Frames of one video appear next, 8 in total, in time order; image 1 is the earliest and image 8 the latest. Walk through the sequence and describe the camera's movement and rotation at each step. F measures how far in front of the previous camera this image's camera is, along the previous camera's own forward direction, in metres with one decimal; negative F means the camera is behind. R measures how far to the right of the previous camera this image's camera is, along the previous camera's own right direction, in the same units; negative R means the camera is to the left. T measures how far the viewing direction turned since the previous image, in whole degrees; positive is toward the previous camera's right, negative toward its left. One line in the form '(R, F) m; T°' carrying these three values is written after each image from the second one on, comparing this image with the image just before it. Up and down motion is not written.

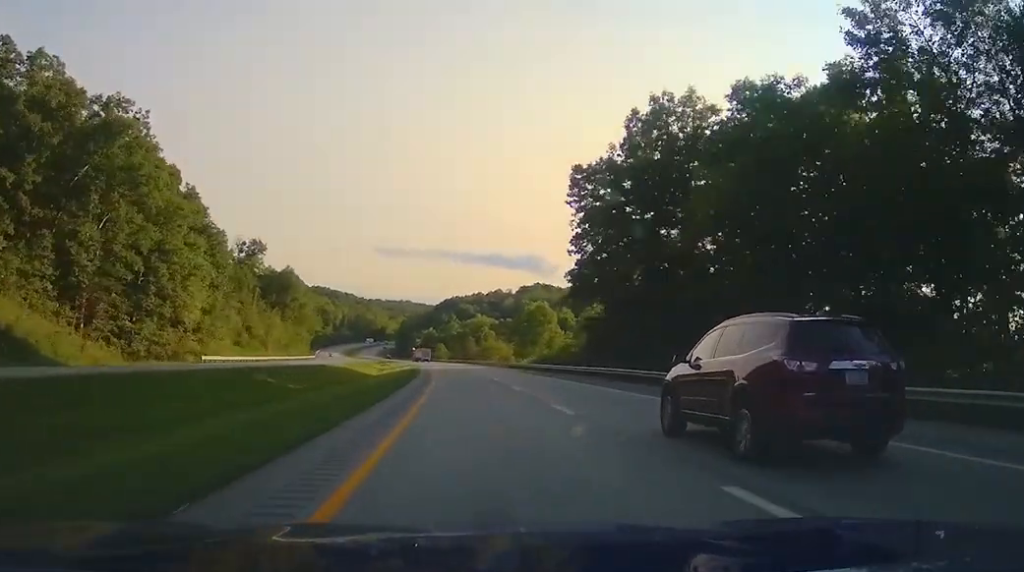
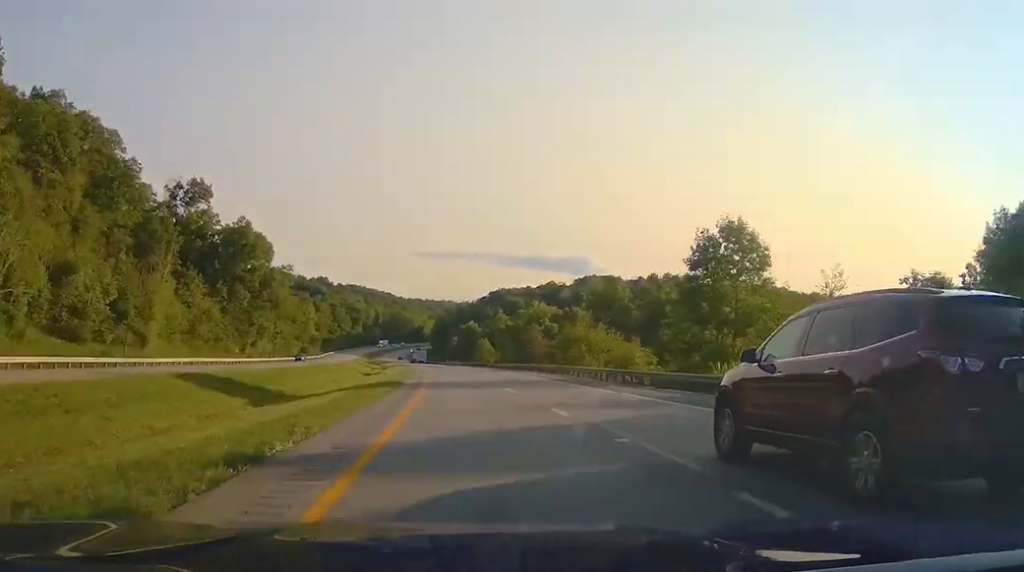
(-2.4, +73.9) m; -5°
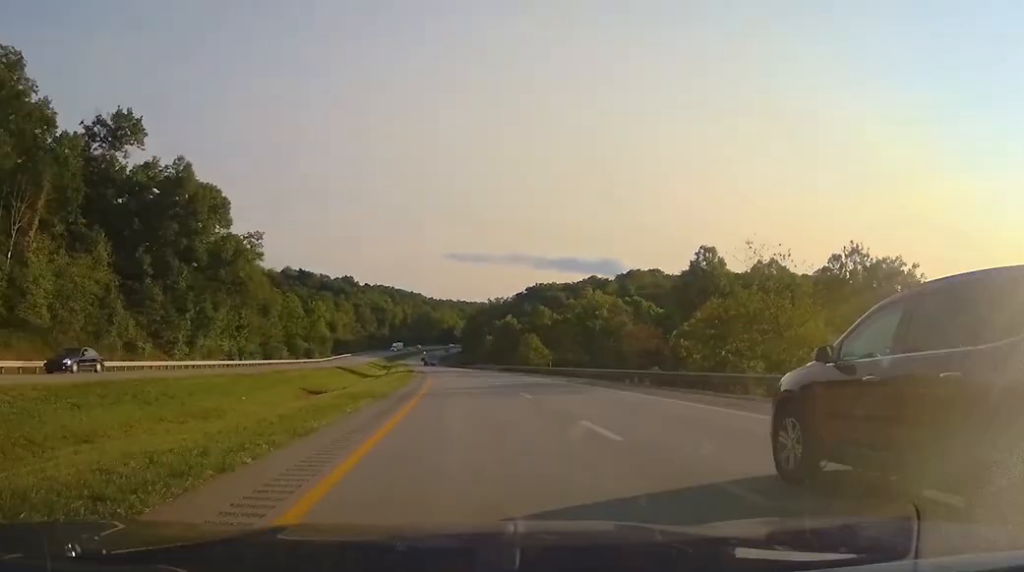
(-1.1, +41.8) m; -3°
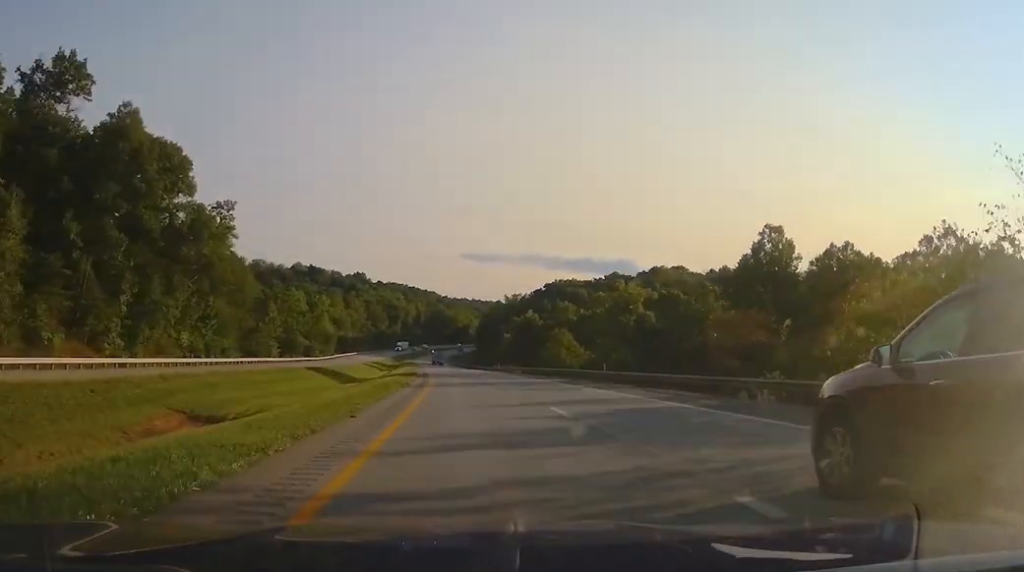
(-0.2, +19.8) m; -1°
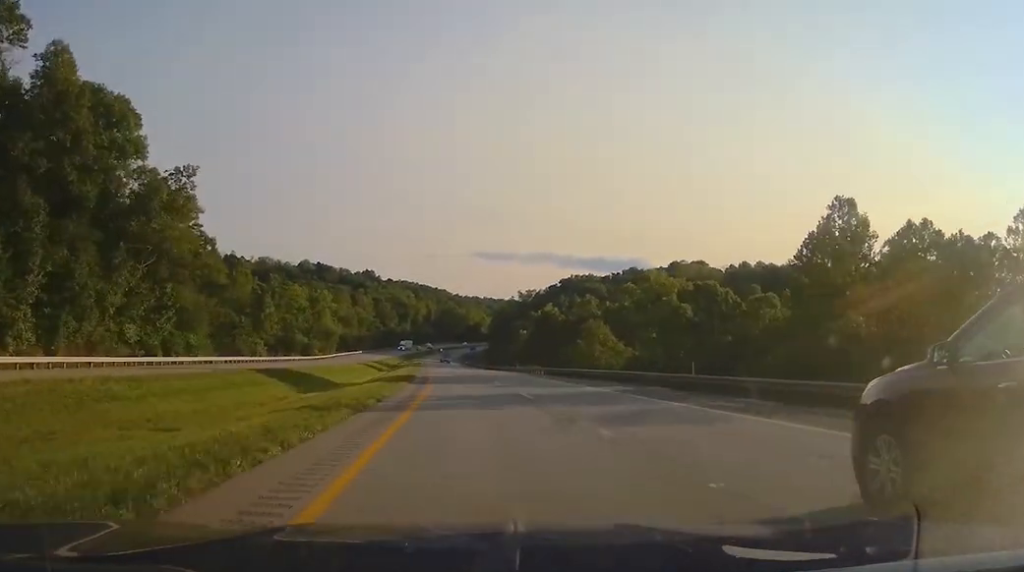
(+0.2, +16.3) m; -1°
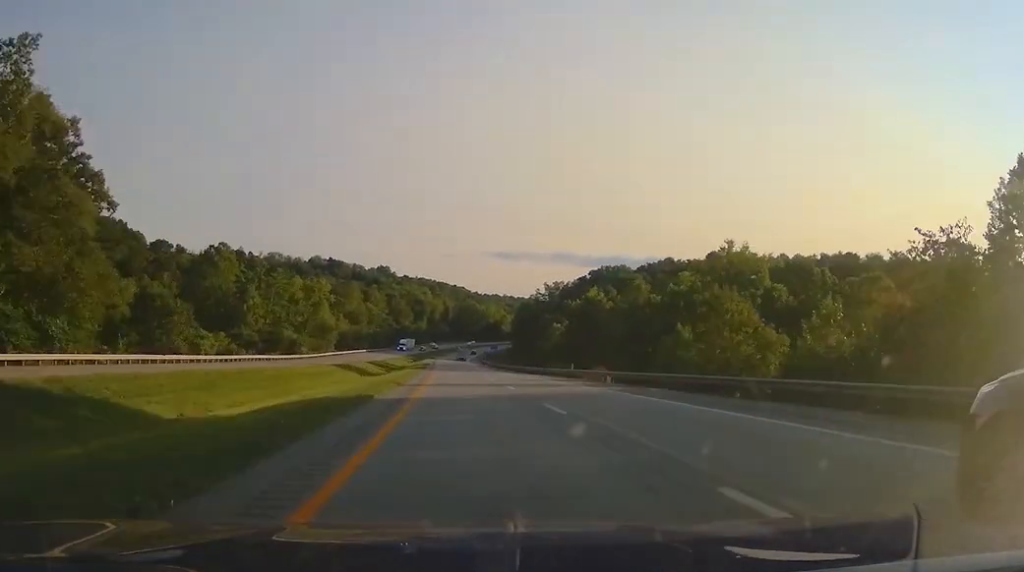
(-0.9, +32.7) m; -1°
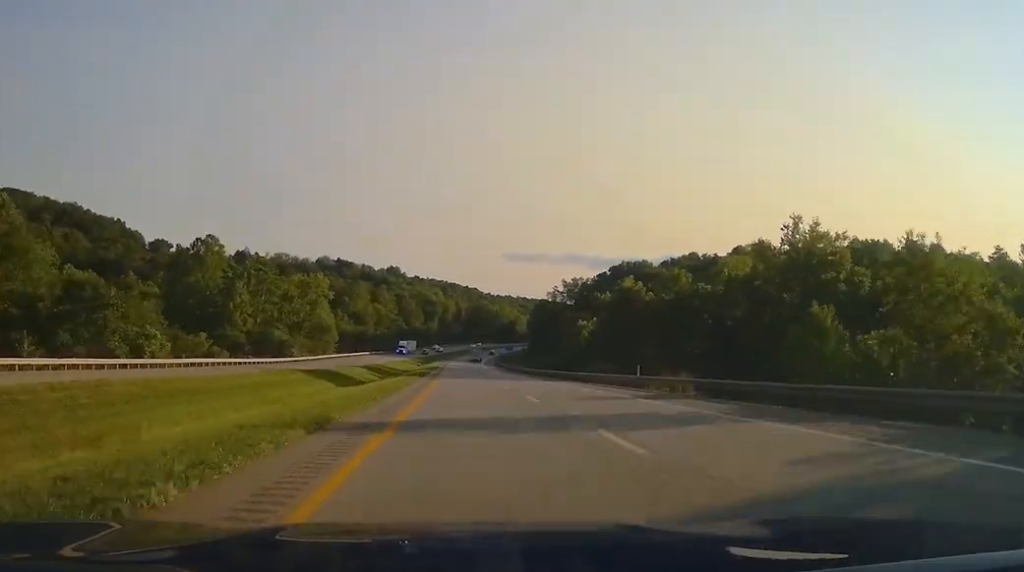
(+0.2, +18.6) m; 0°
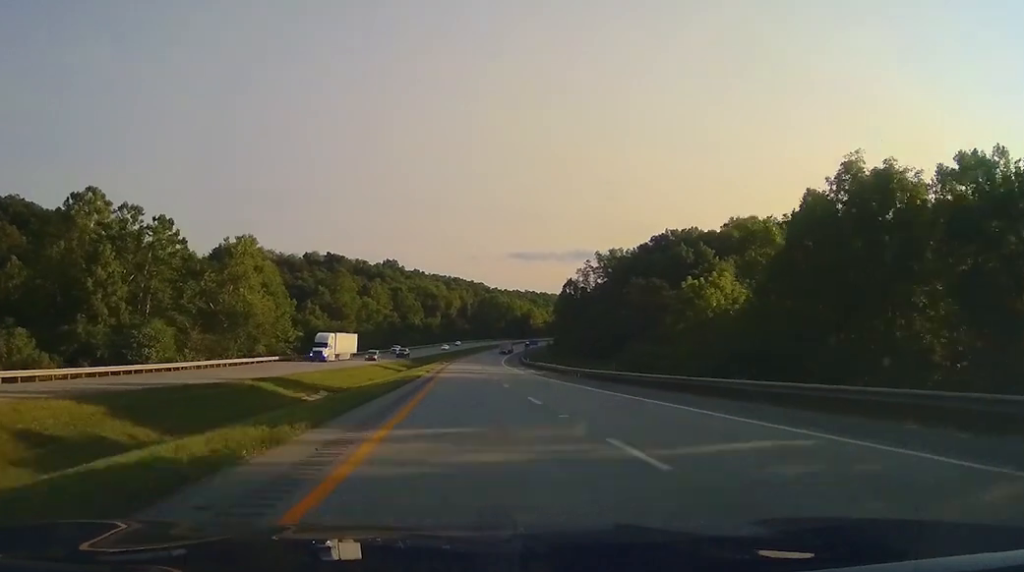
(-0.1, +62.7) m; 0°
